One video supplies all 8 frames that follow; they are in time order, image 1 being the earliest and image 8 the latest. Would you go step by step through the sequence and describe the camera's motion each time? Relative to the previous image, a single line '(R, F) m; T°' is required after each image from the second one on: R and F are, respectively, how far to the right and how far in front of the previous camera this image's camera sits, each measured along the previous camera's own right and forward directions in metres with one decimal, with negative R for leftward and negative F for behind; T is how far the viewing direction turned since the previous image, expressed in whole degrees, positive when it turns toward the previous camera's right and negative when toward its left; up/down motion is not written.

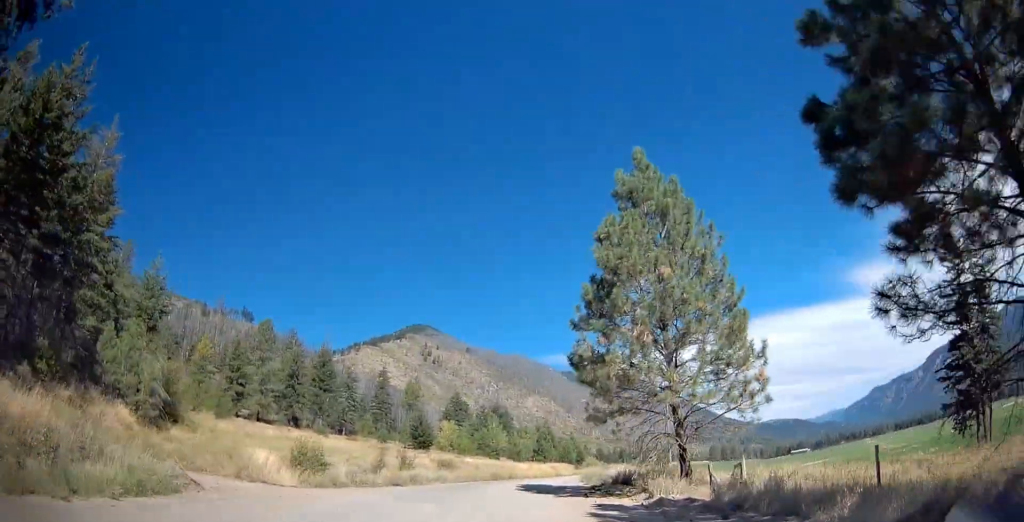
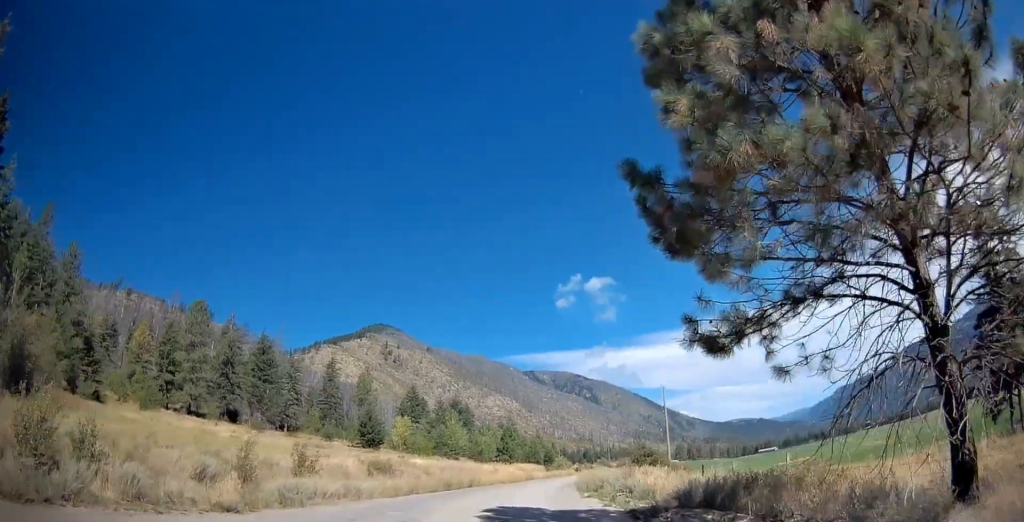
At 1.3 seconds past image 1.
(+0.4, +15.5) m; +2°
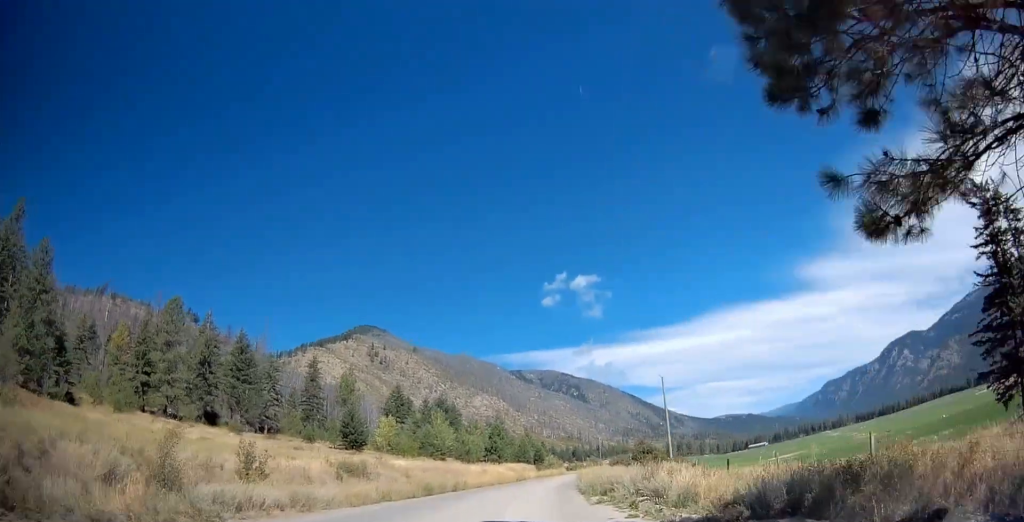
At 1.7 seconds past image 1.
(-0.1, +4.8) m; 0°
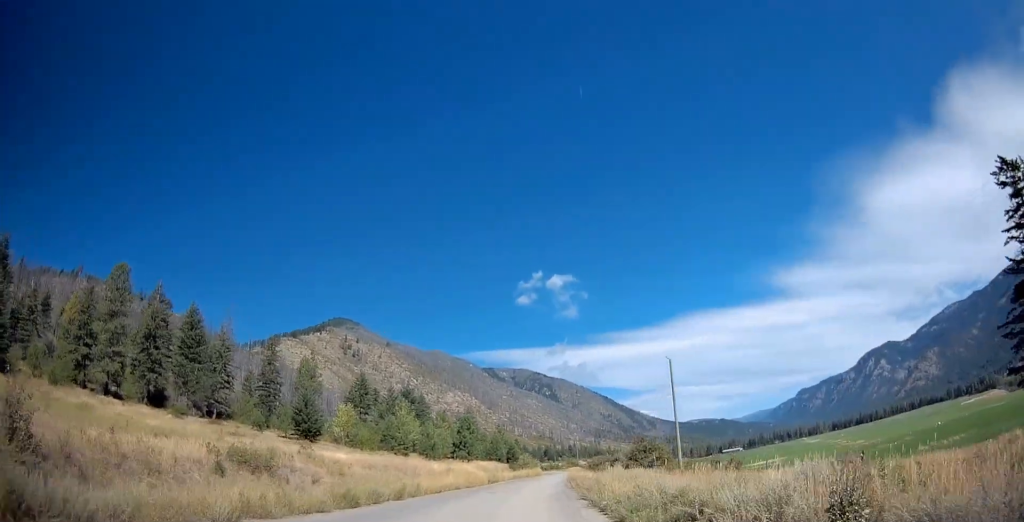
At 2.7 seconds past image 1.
(+0.4, +11.6) m; +6°
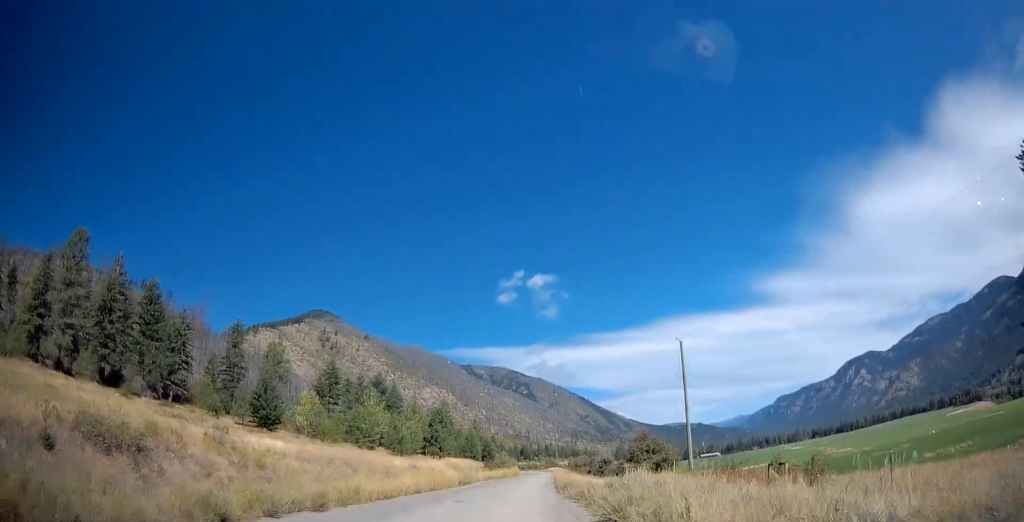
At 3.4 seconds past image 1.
(+0.5, +8.6) m; +3°
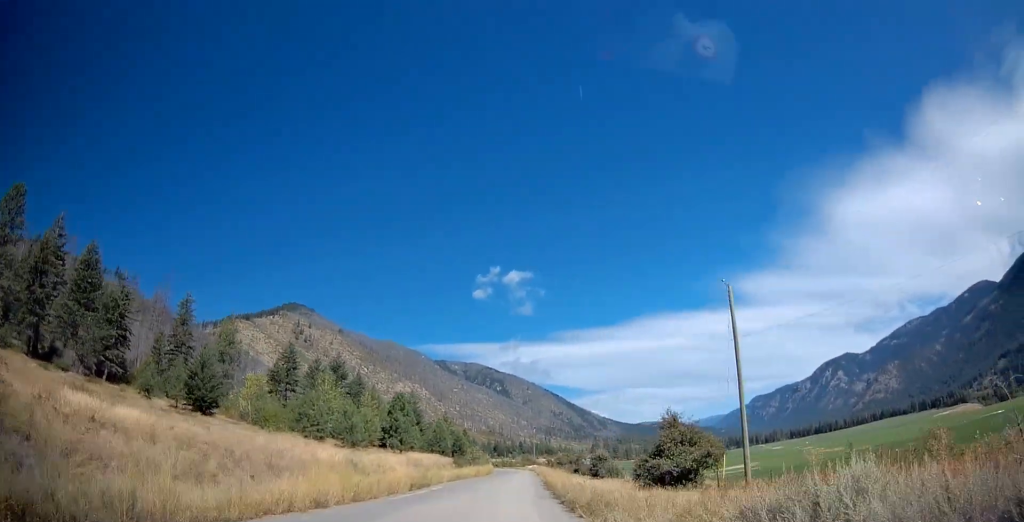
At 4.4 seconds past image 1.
(+0.2, +13.4) m; +1°
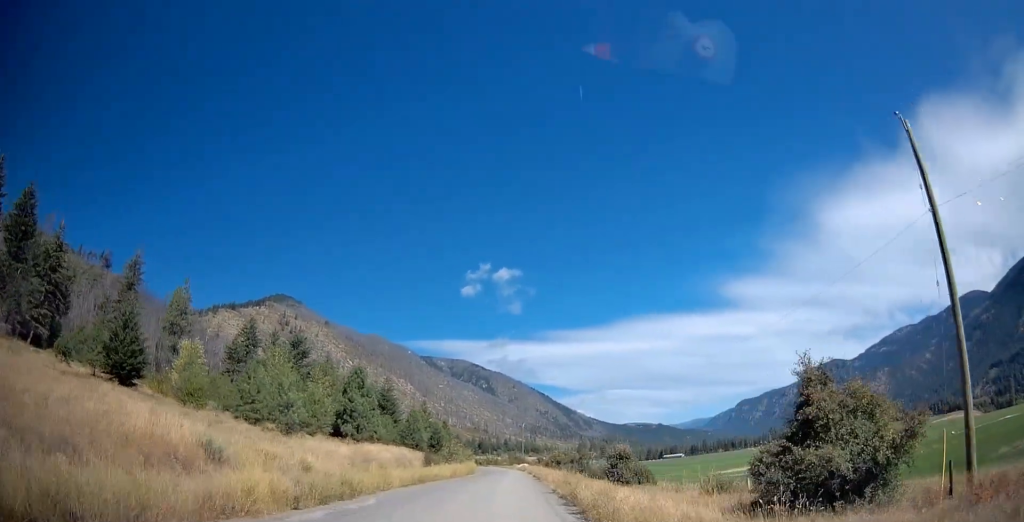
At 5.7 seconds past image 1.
(+0.2, +16.2) m; +3°
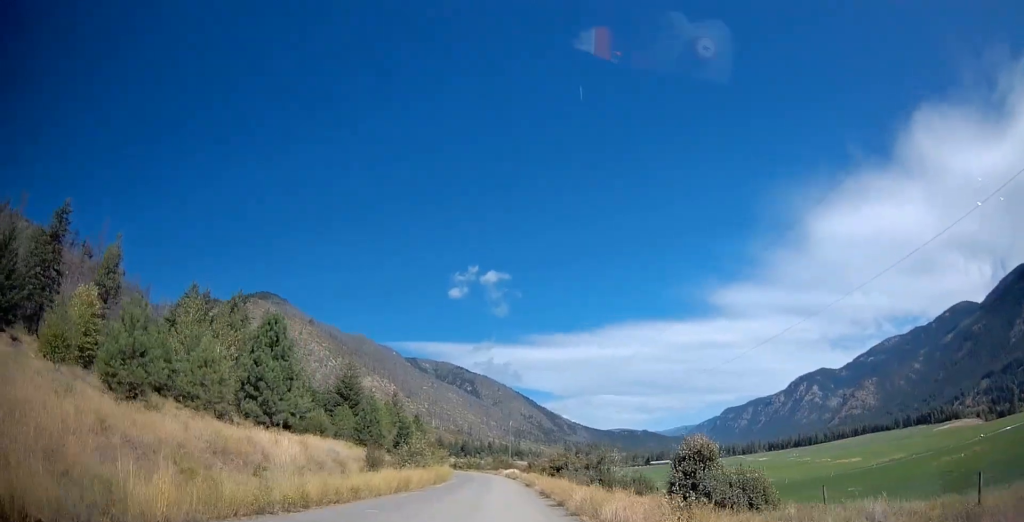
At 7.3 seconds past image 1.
(+0.2, +20.3) m; 0°
